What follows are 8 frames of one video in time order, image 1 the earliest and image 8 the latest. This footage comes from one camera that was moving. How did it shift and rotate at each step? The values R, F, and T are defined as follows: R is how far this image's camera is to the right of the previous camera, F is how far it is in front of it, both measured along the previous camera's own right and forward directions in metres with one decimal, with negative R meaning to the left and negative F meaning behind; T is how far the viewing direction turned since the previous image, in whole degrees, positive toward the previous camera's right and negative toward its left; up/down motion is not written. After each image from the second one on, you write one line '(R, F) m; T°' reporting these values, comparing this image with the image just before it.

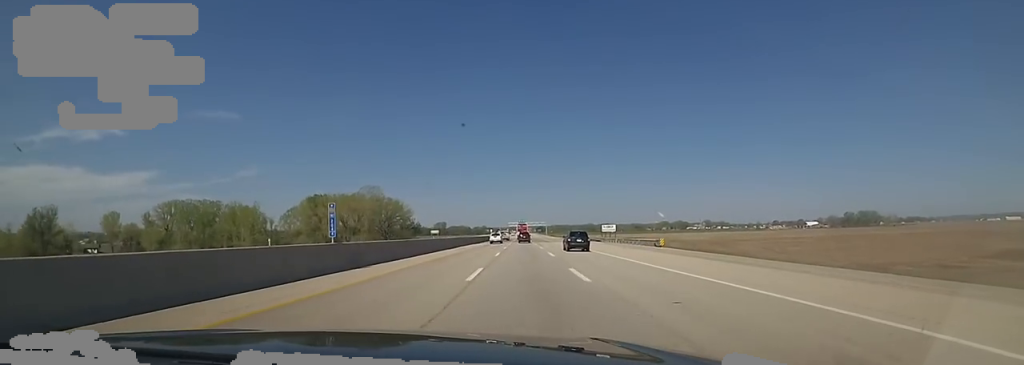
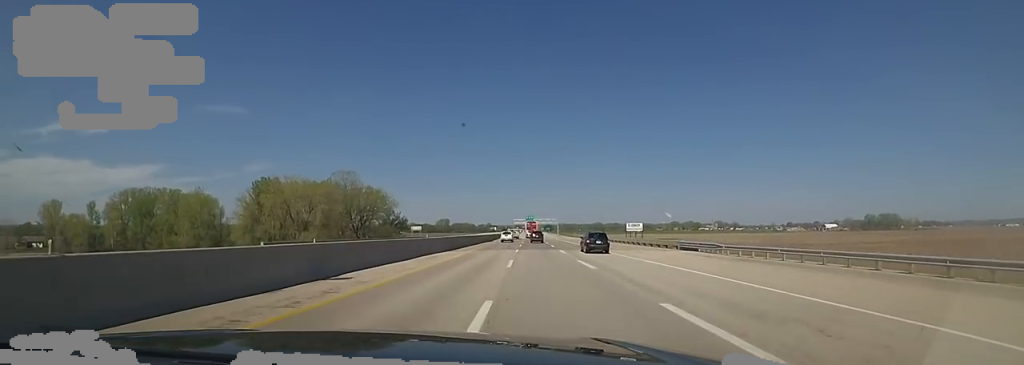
(0.0, +39.8) m; 0°
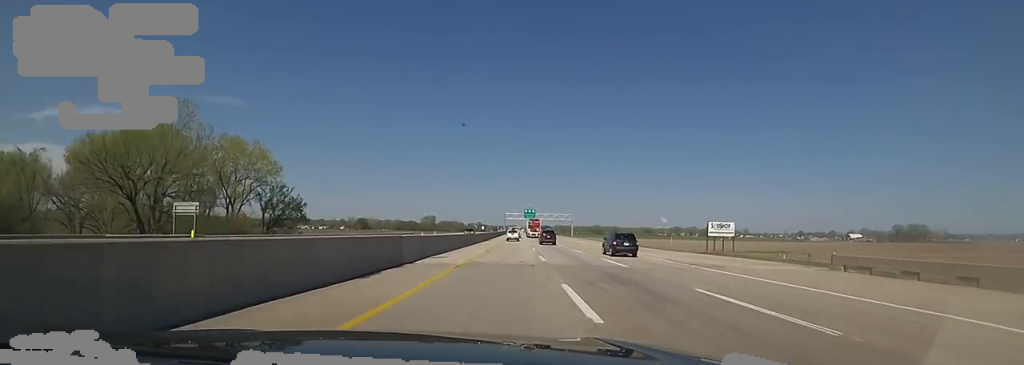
(0.0, +89.0) m; 0°
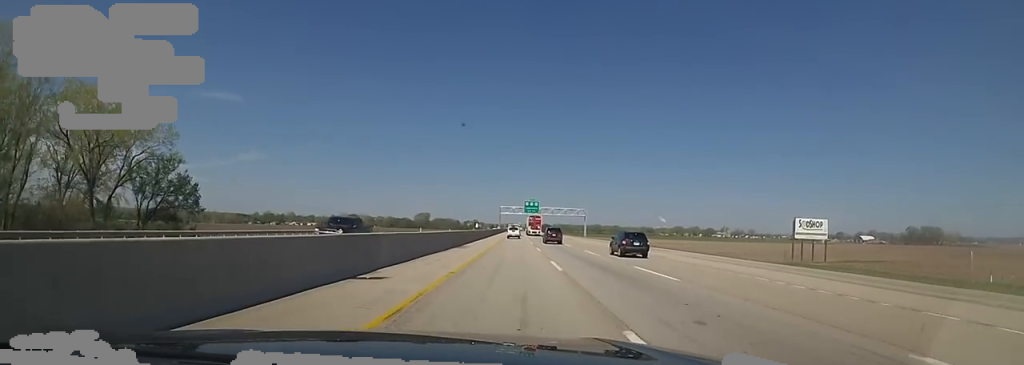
(0.0, +36.1) m; 0°
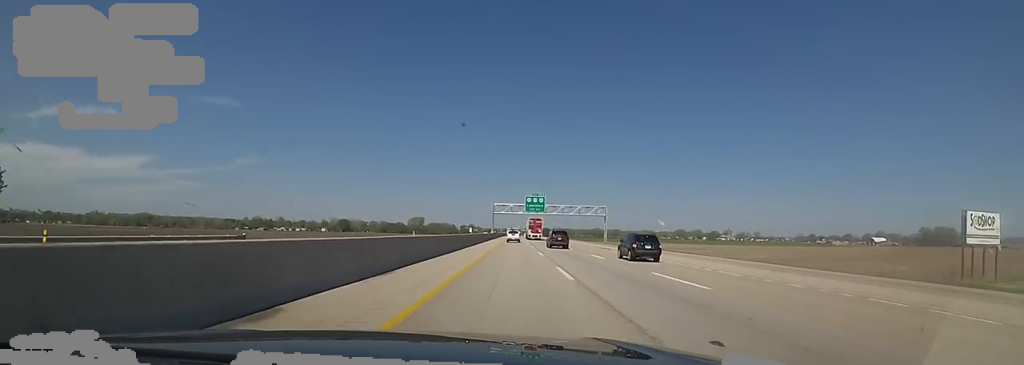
(0.0, +32.8) m; +2°
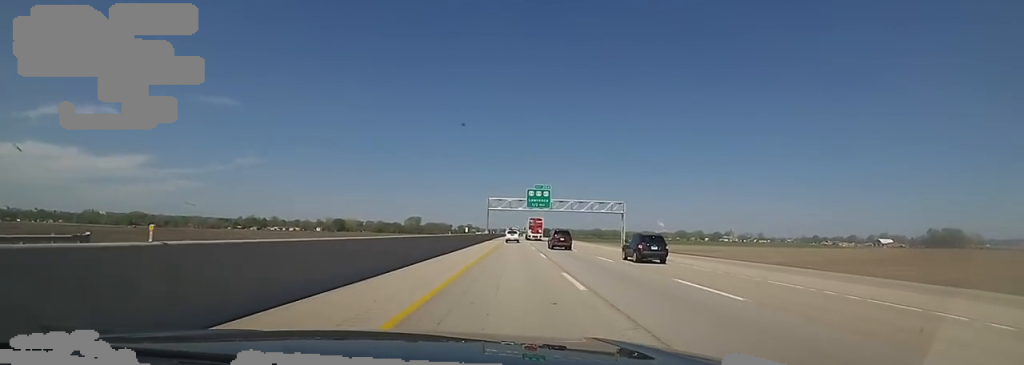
(0.0, +17.6) m; +1°
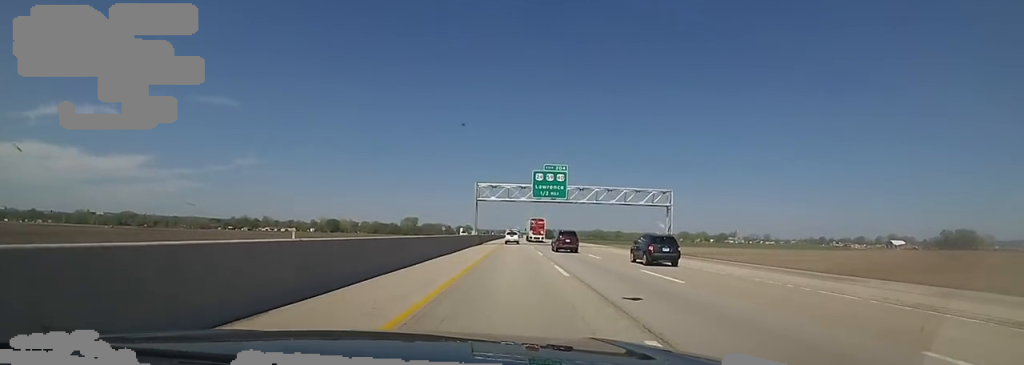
(+1.1, +25.8) m; 0°
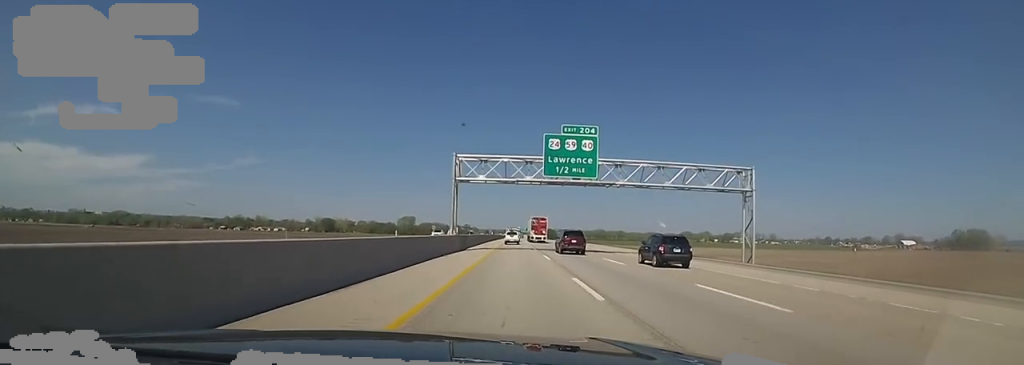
(-0.6, +21.0) m; -1°
